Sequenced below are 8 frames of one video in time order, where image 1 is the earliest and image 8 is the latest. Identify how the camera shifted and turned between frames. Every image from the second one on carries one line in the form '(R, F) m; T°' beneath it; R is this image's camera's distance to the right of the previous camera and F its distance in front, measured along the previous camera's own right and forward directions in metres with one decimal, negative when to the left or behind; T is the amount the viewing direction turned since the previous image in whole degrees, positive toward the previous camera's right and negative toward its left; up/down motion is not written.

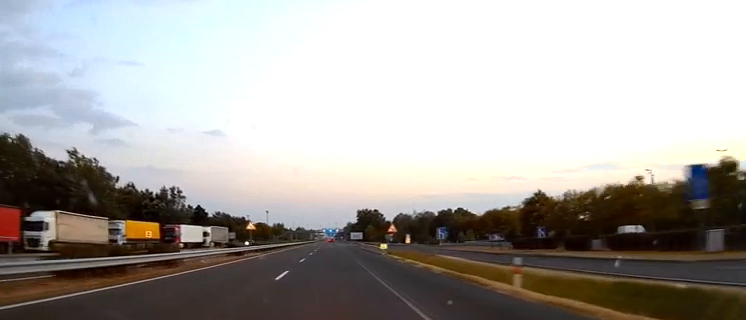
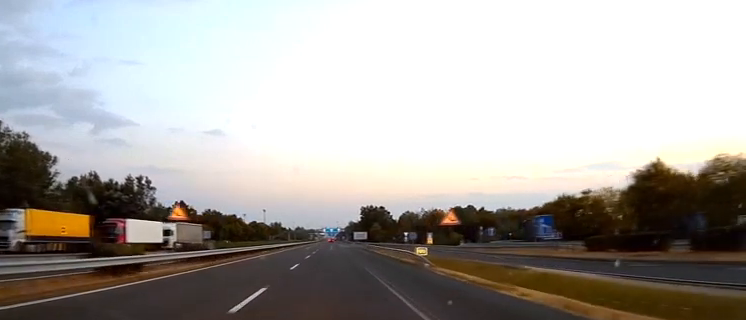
(0.0, +28.1) m; 0°
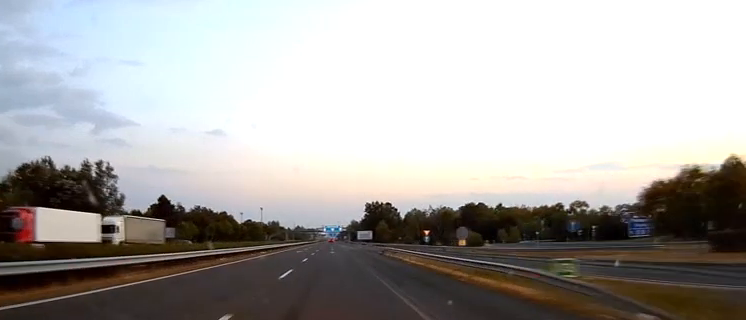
(0.0, +25.1) m; 0°
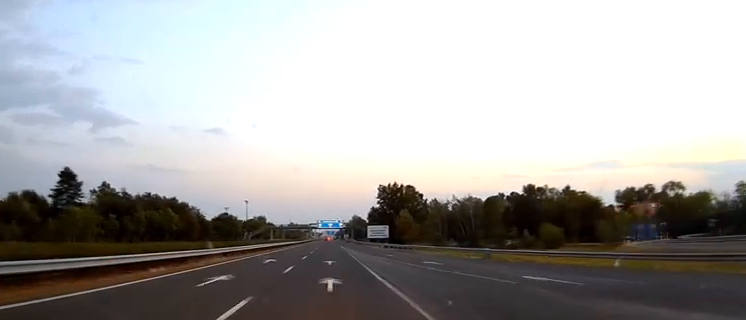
(-0.2, +69.2) m; 0°
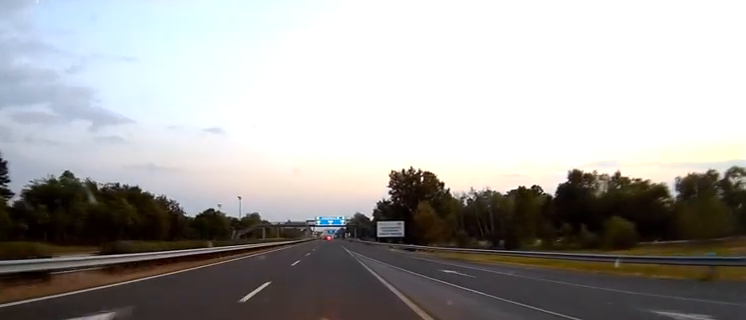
(0.0, +30.3) m; 0°
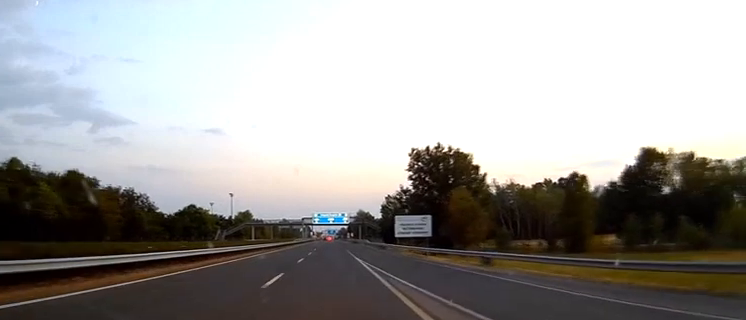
(0.0, +31.3) m; 0°
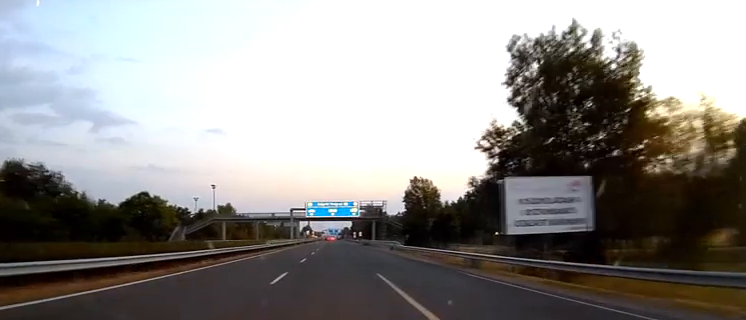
(0.0, +53.2) m; 0°
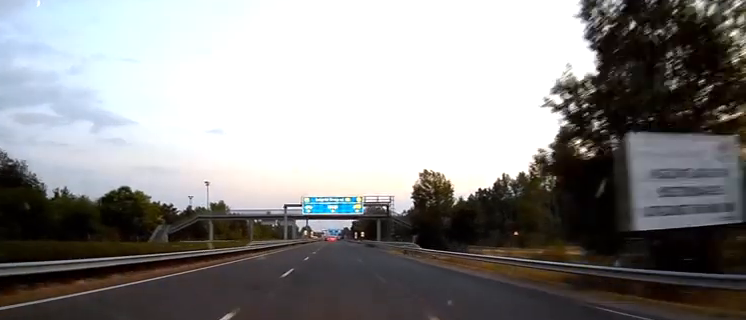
(-0.1, +13.8) m; 0°
